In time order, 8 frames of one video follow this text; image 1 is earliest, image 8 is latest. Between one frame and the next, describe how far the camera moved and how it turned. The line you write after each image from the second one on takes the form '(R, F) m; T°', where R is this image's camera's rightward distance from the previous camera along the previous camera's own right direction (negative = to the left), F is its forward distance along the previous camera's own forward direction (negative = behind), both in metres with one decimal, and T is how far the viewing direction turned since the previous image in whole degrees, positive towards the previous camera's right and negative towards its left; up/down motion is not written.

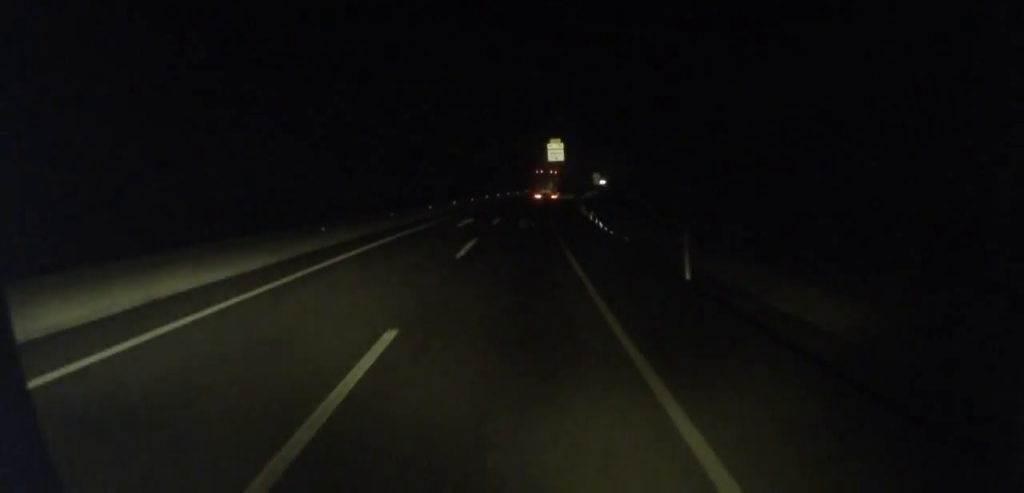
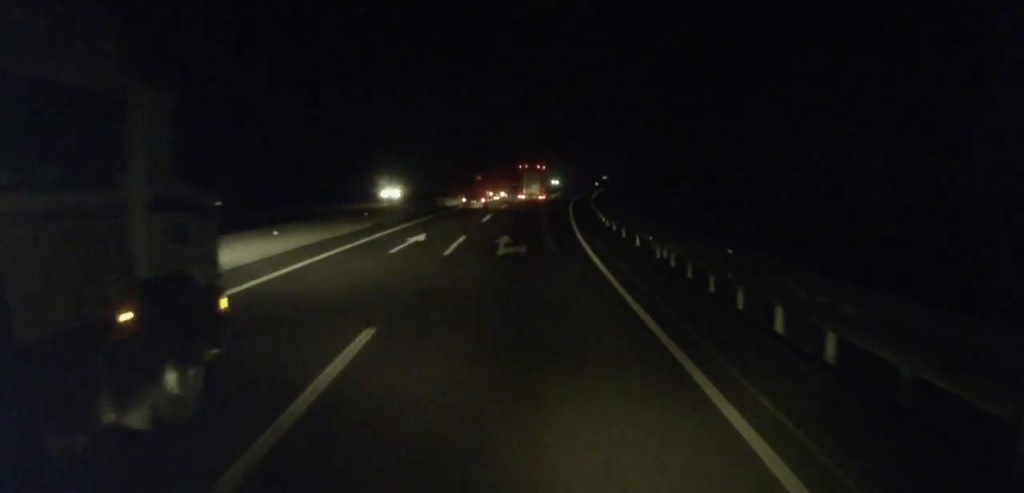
(+6.9, +81.8) m; +9°
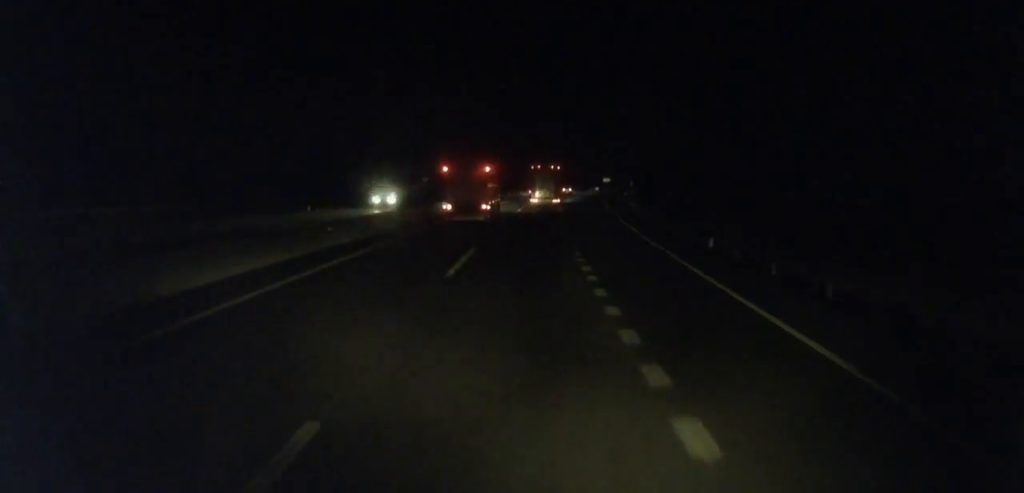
(+2.2, +55.6) m; +4°
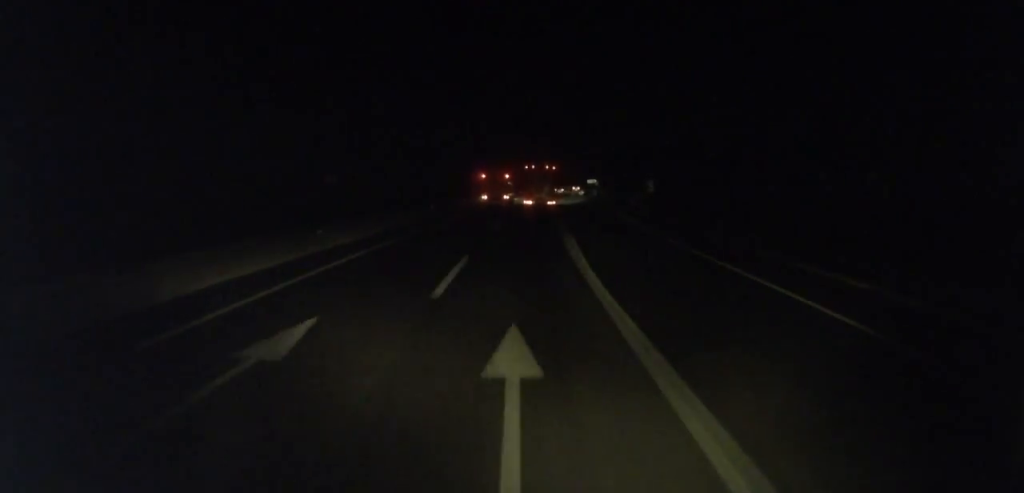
(+0.7, +37.0) m; +3°
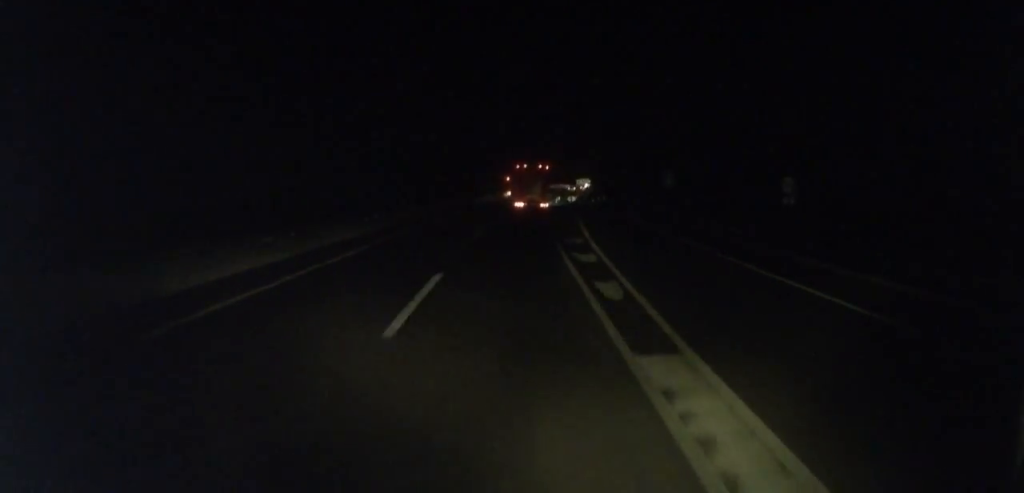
(+0.6, +39.0) m; +4°
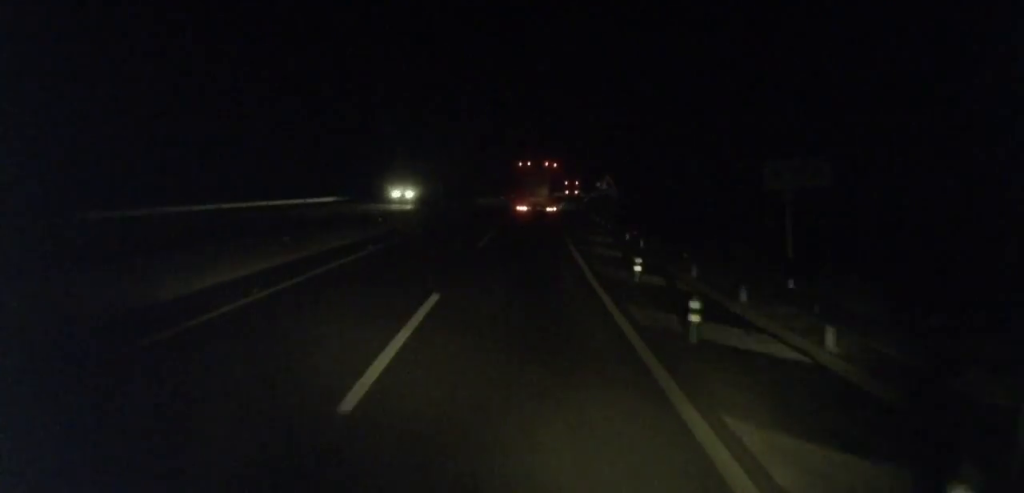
(+4.0, +69.8) m; +4°
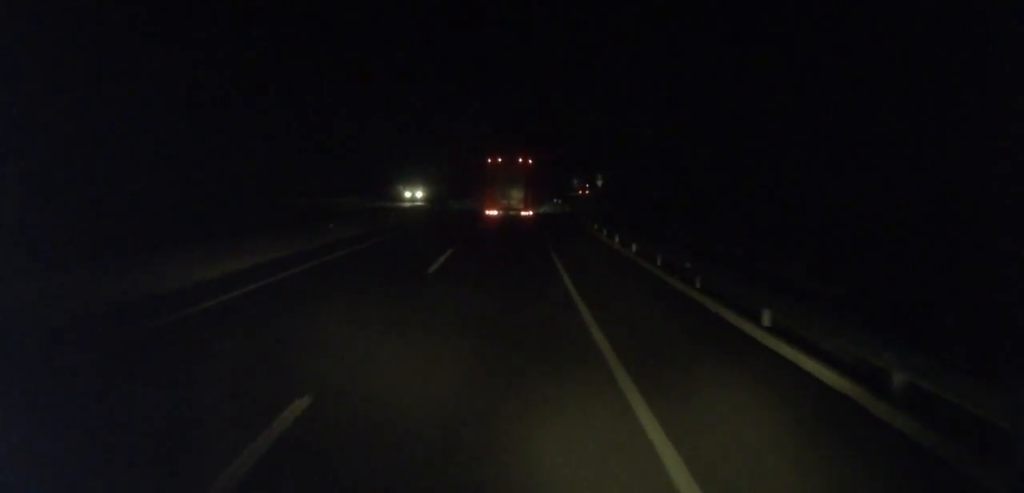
(+3.0, +76.5) m; +5°
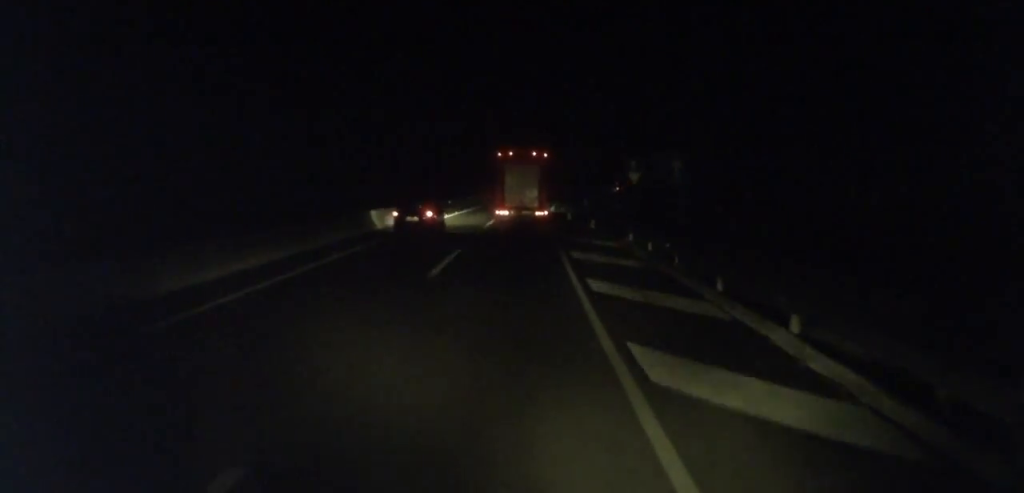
(+1.9, +54.5) m; +2°
